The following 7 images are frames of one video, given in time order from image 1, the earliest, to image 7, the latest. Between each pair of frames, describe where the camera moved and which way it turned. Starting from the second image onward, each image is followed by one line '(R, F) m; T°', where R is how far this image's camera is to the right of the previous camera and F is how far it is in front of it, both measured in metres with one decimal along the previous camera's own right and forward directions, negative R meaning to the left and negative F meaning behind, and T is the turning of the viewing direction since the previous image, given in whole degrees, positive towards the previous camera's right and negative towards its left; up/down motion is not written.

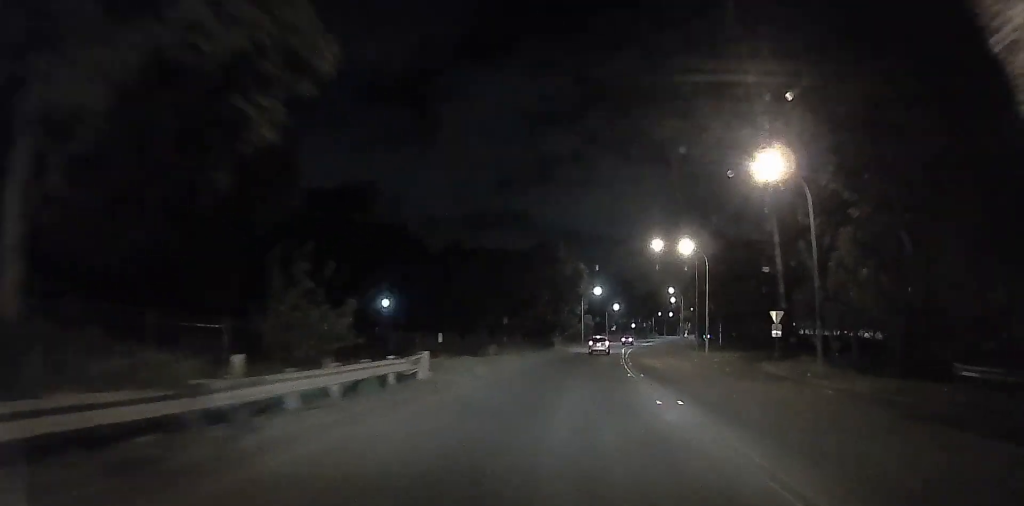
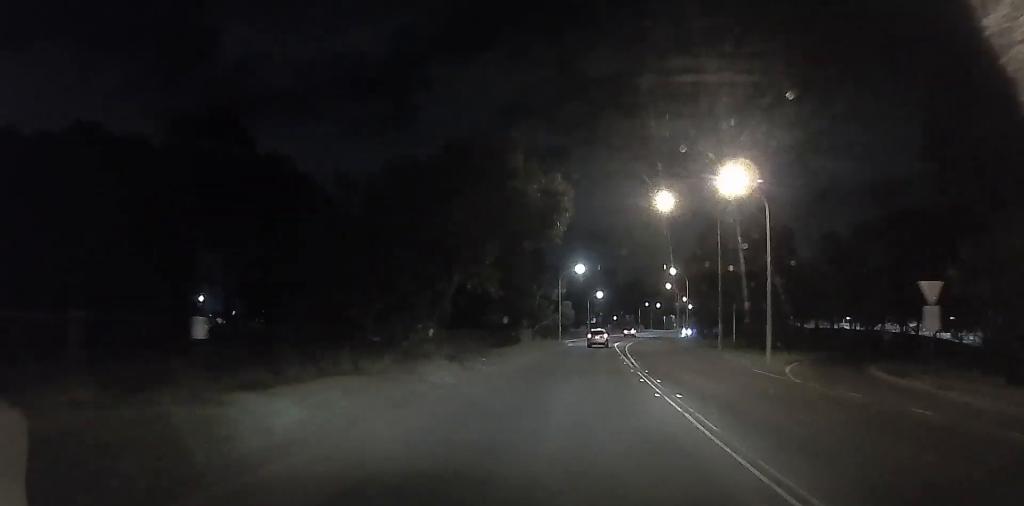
(+0.8, +23.7) m; +2°
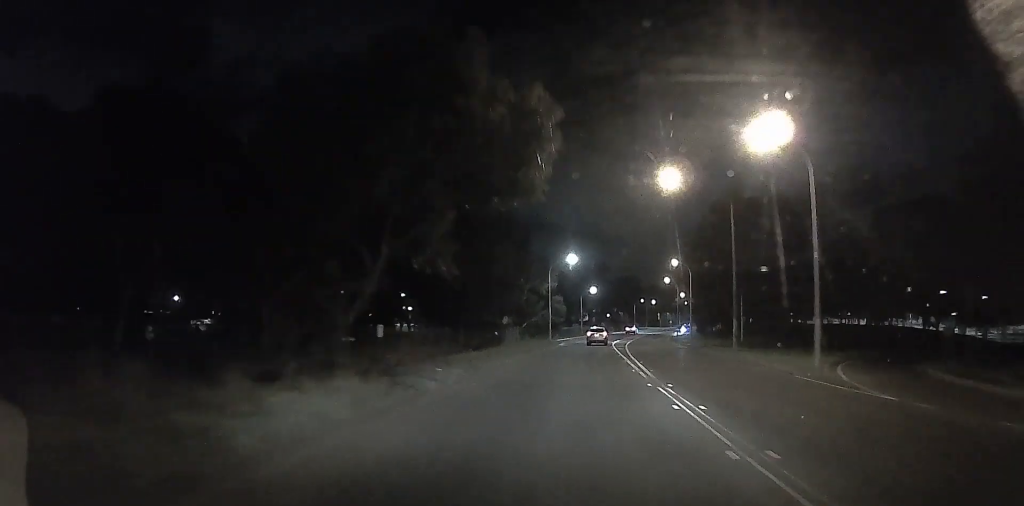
(0.0, +7.2) m; 0°
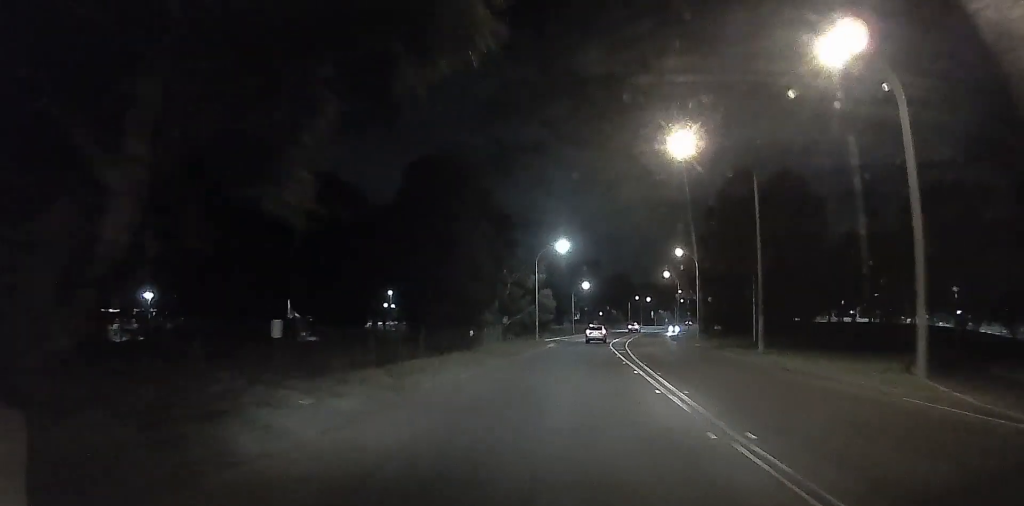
(0.0, +8.1) m; 0°
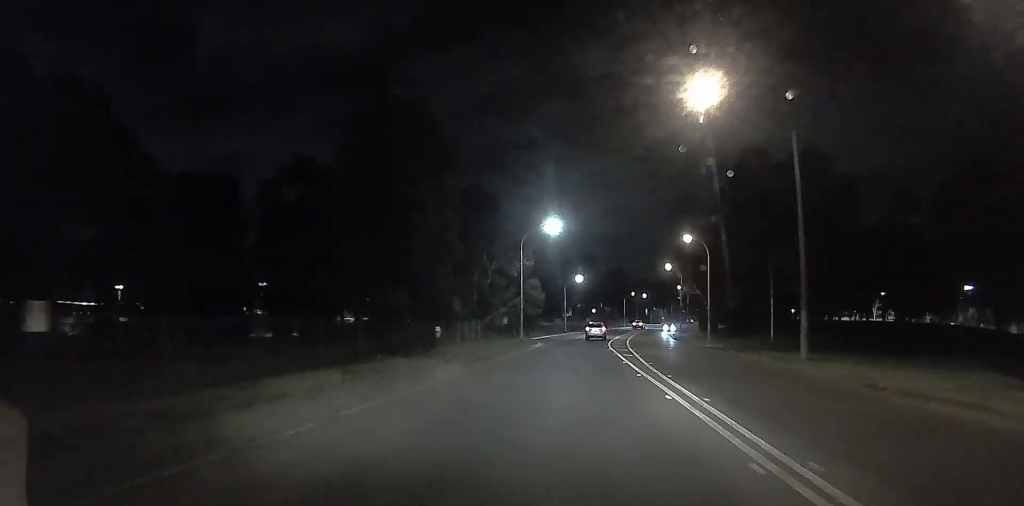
(-0.1, +8.0) m; +1°
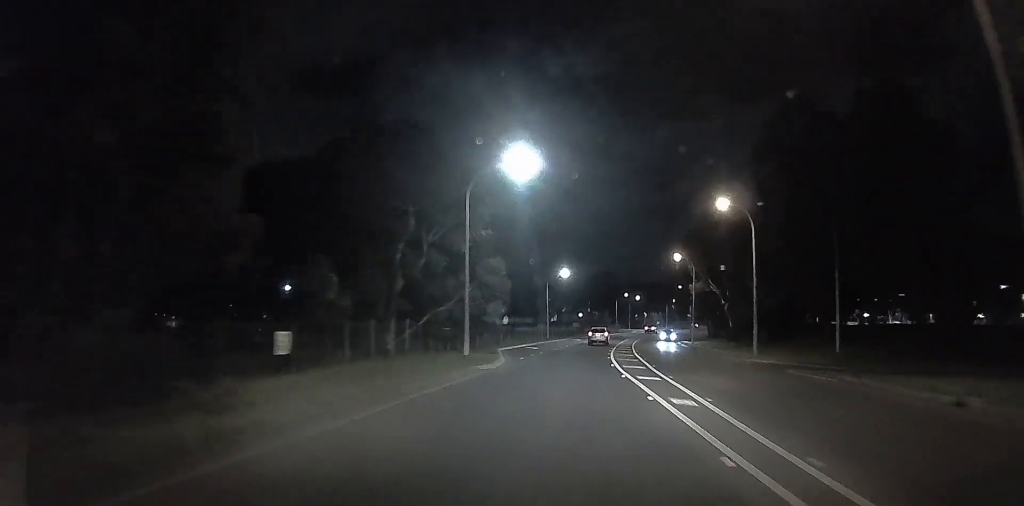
(+0.3, +17.4) m; +1°
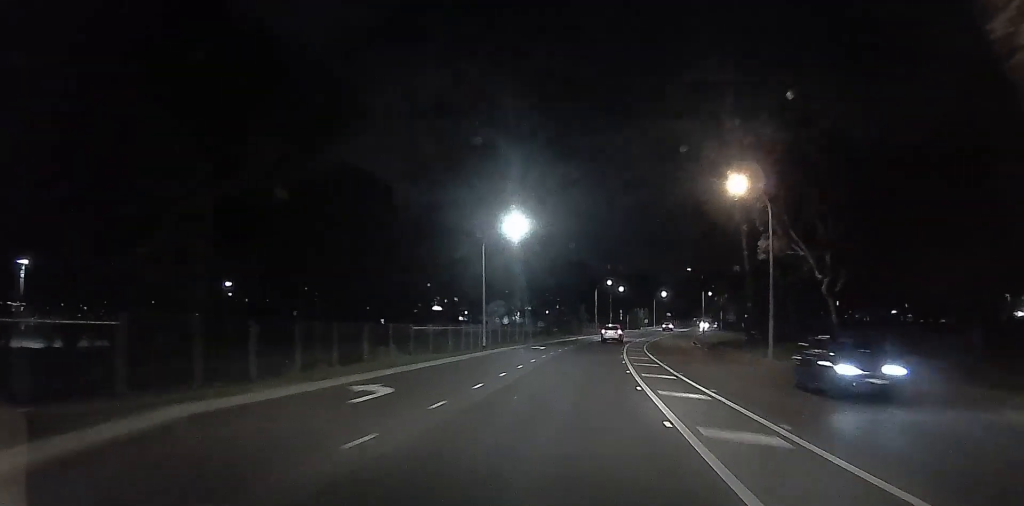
(+2.1, +38.4) m; +7°
